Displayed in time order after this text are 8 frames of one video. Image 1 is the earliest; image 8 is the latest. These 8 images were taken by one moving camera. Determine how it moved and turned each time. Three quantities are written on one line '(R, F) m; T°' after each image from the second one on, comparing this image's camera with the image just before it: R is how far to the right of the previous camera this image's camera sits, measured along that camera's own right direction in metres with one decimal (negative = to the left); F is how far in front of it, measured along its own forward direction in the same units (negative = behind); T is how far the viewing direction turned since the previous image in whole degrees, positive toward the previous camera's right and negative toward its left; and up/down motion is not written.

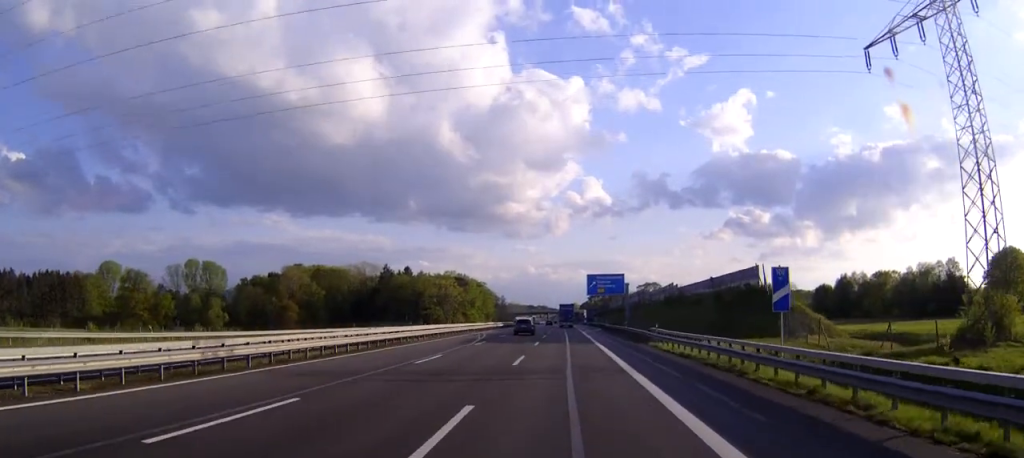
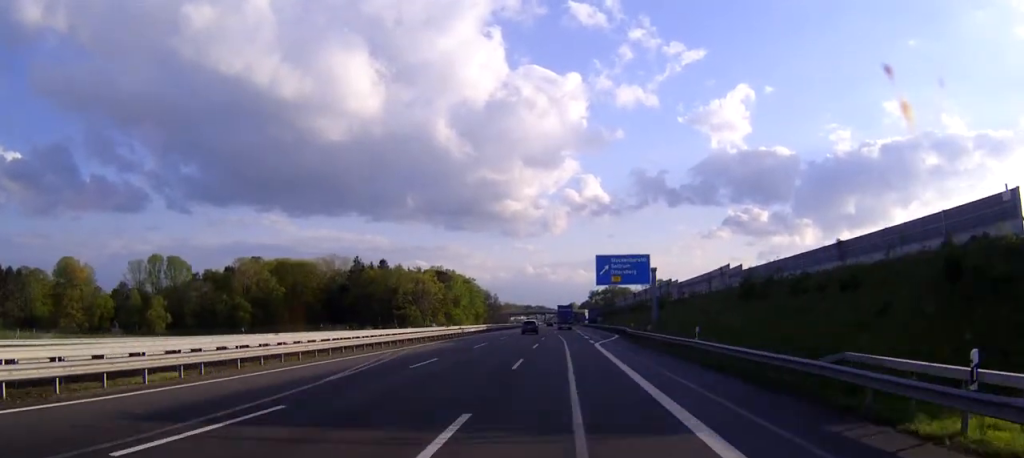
(0.0, +36.6) m; 0°
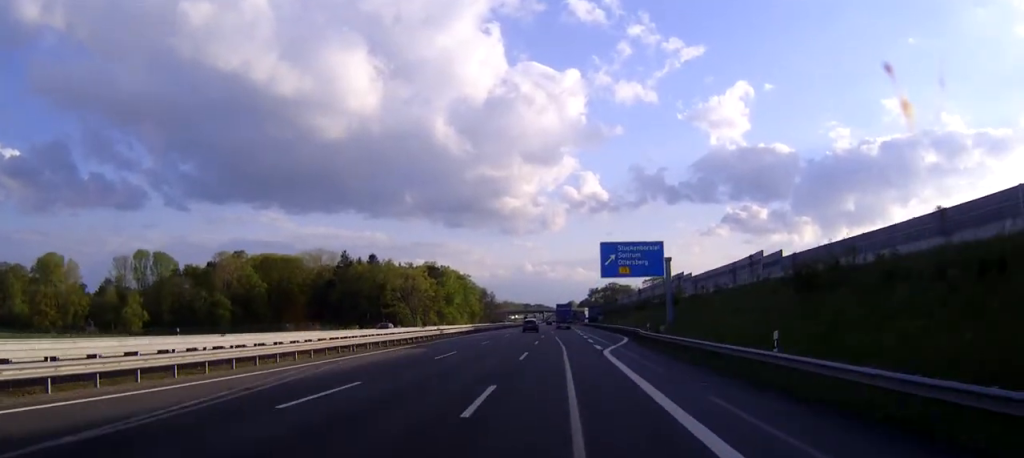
(0.0, +12.2) m; 0°
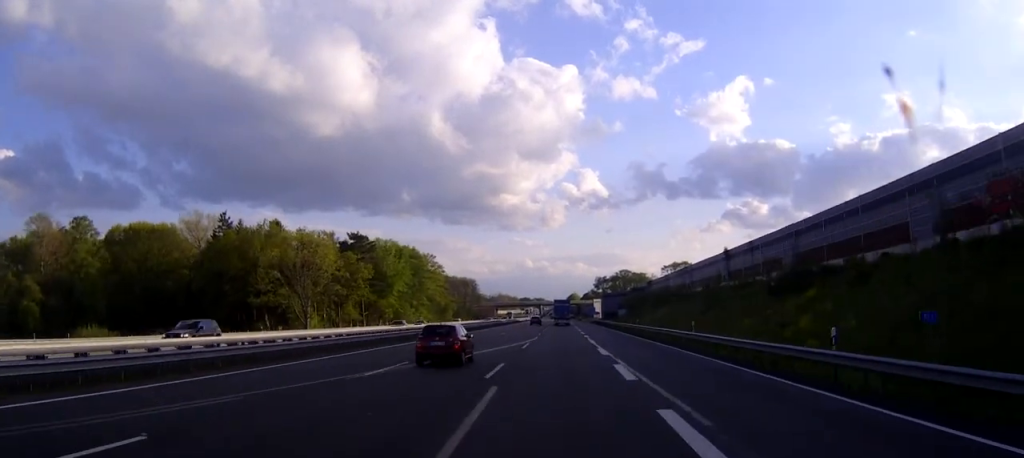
(0.0, +82.2) m; 0°
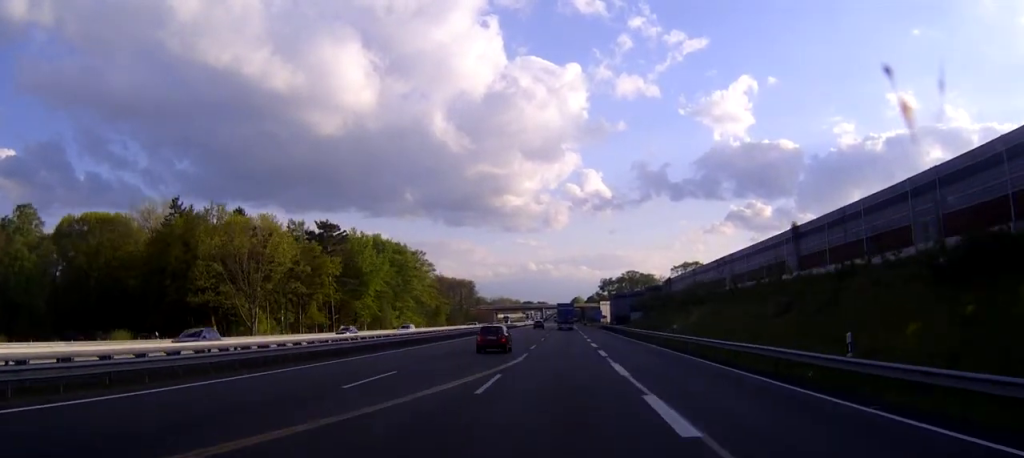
(0.0, +20.9) m; 0°
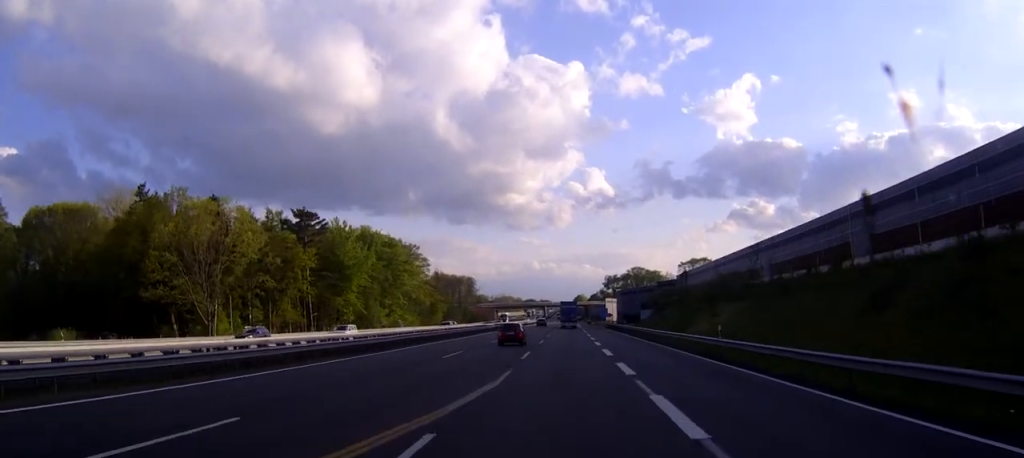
(0.0, +12.4) m; 0°
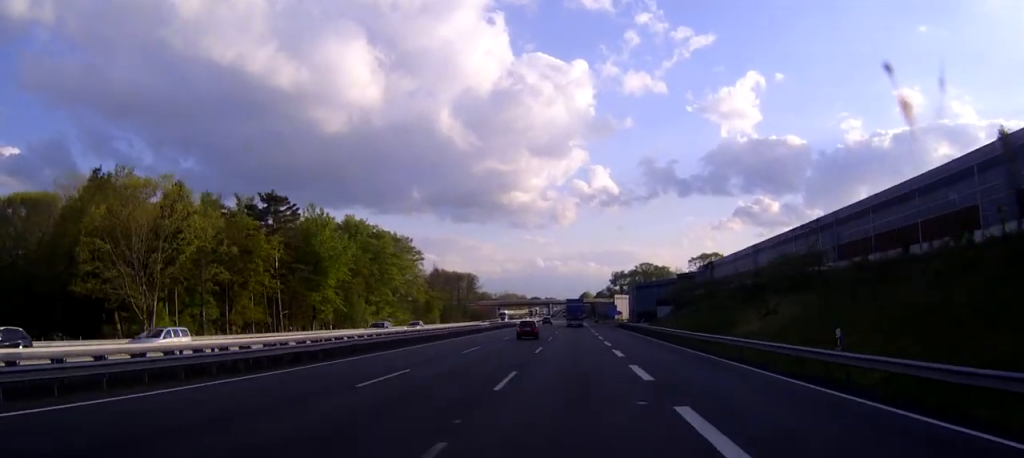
(-0.1, +14.3) m; 0°
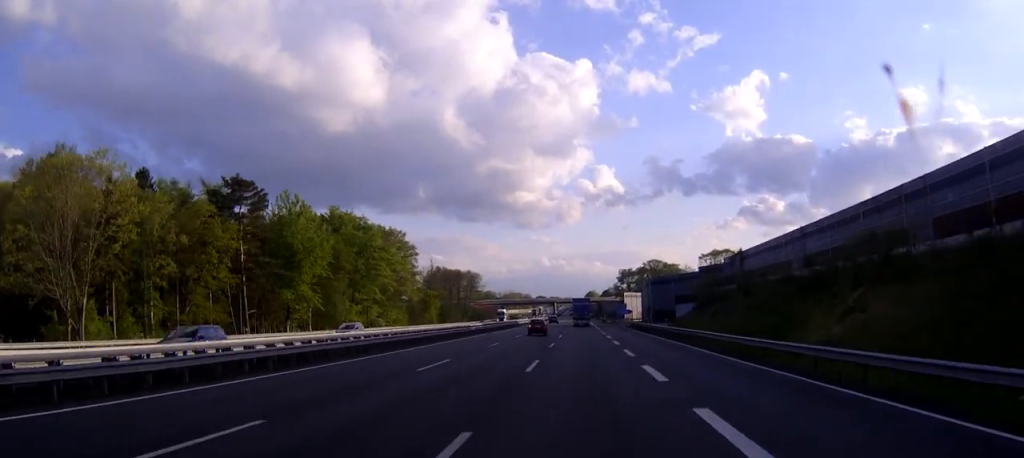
(0.0, +12.4) m; 0°
